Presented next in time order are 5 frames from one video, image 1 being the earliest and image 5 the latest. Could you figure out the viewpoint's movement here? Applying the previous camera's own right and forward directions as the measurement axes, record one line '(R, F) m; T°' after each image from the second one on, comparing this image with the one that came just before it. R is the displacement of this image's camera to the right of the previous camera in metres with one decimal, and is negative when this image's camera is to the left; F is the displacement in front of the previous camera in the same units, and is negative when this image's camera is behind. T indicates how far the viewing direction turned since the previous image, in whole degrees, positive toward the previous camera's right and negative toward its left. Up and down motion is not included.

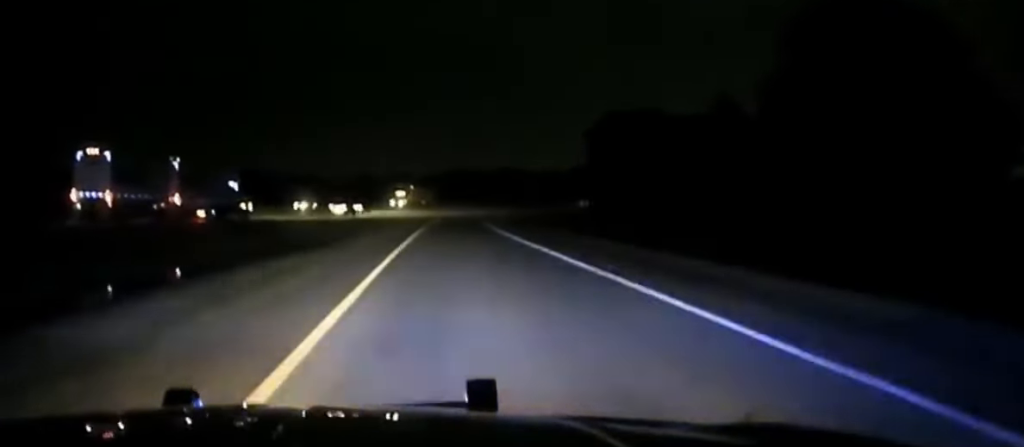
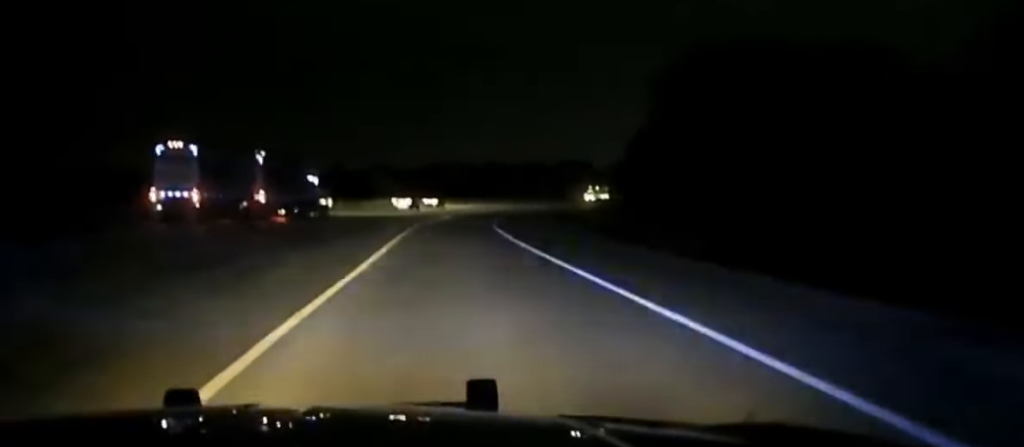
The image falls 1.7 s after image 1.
(+1.2, +50.5) m; +2°
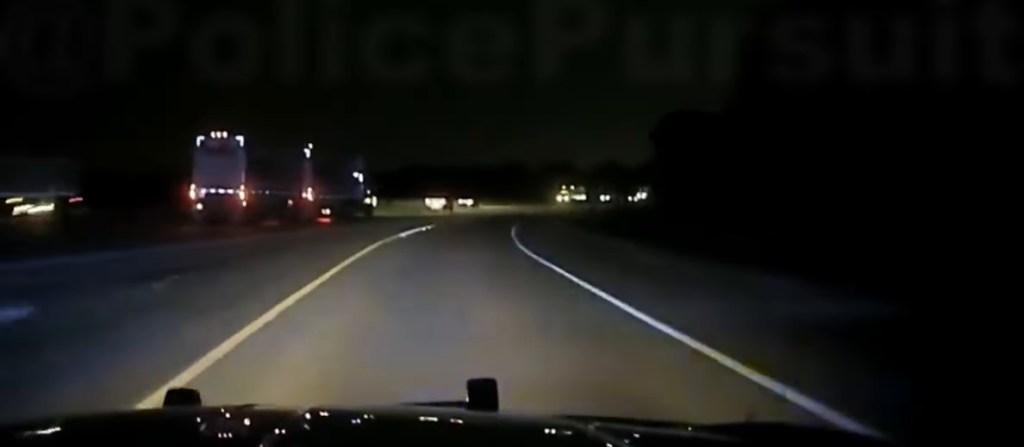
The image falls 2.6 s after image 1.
(-0.2, +29.9) m; +2°
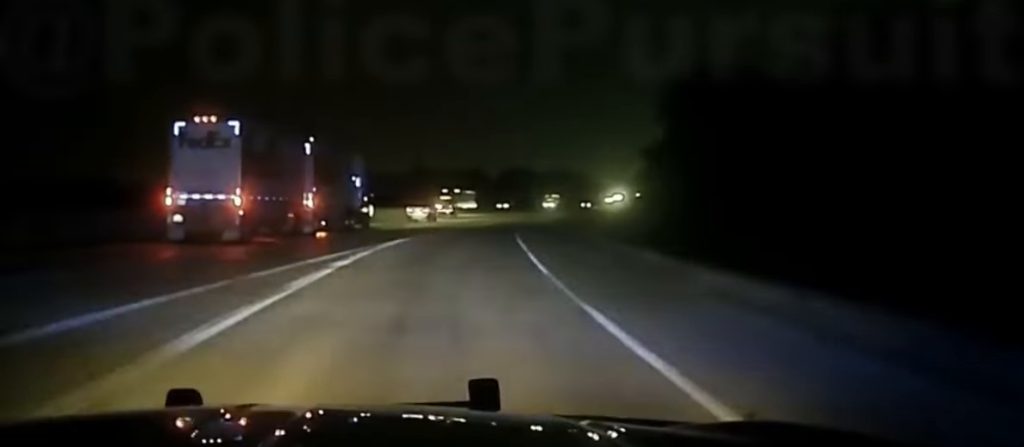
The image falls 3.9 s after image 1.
(+2.3, +46.4) m; +6°
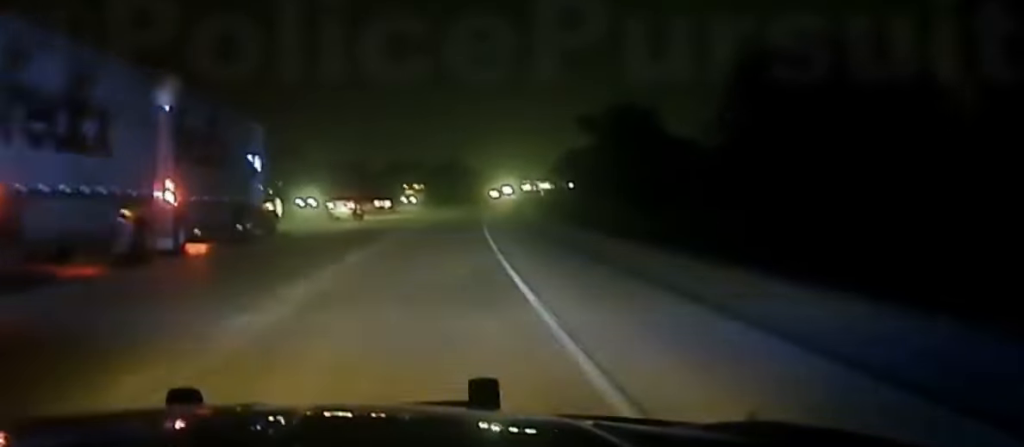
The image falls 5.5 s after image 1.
(+4.3, +61.1) m; +7°
